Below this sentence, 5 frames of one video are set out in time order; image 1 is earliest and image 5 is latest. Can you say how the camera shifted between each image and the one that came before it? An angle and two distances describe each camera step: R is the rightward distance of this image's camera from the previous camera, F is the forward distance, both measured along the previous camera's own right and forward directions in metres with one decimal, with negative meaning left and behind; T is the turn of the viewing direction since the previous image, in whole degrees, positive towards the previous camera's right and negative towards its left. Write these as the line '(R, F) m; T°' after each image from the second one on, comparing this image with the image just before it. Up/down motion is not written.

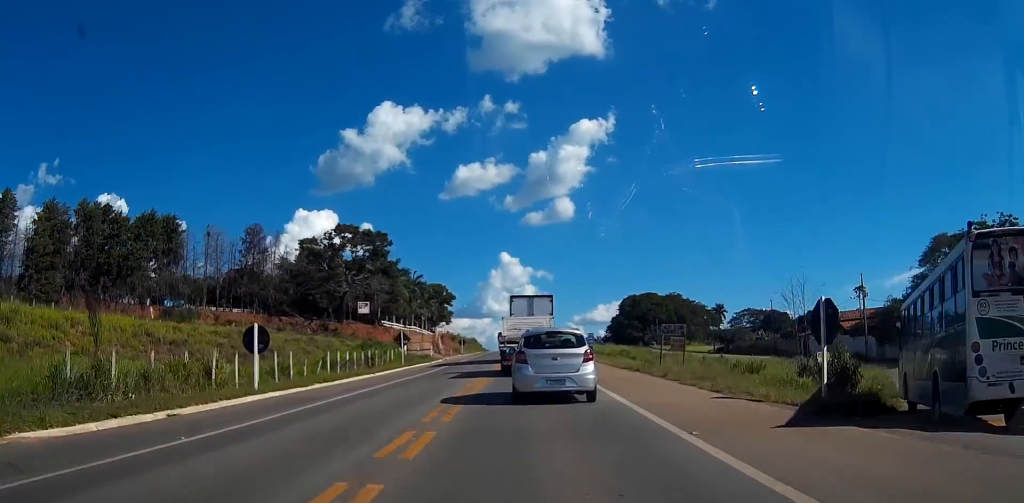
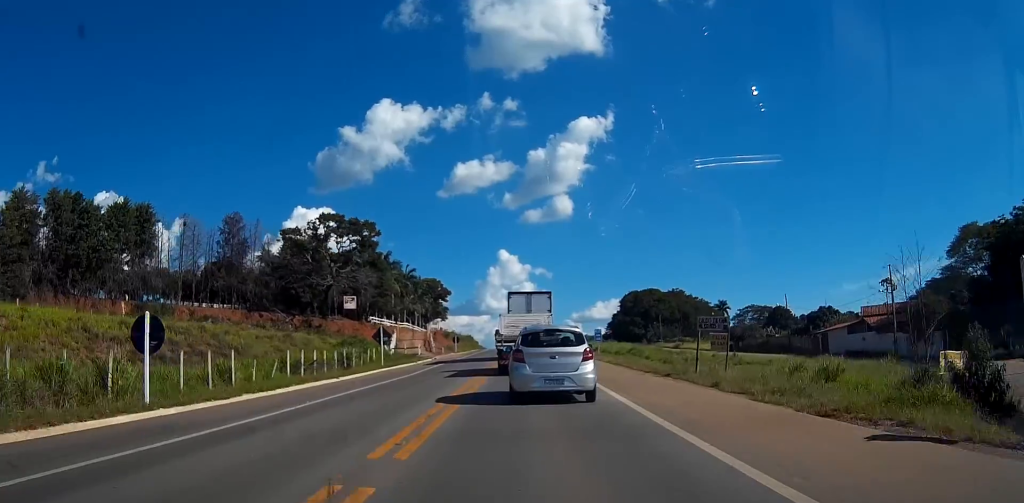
(0.0, +7.7) m; 0°
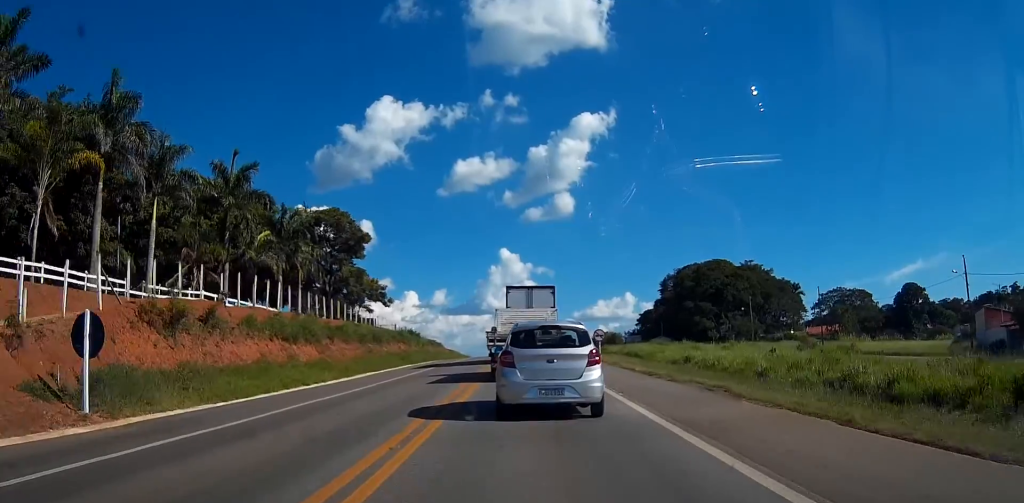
(+0.4, +89.4) m; 0°
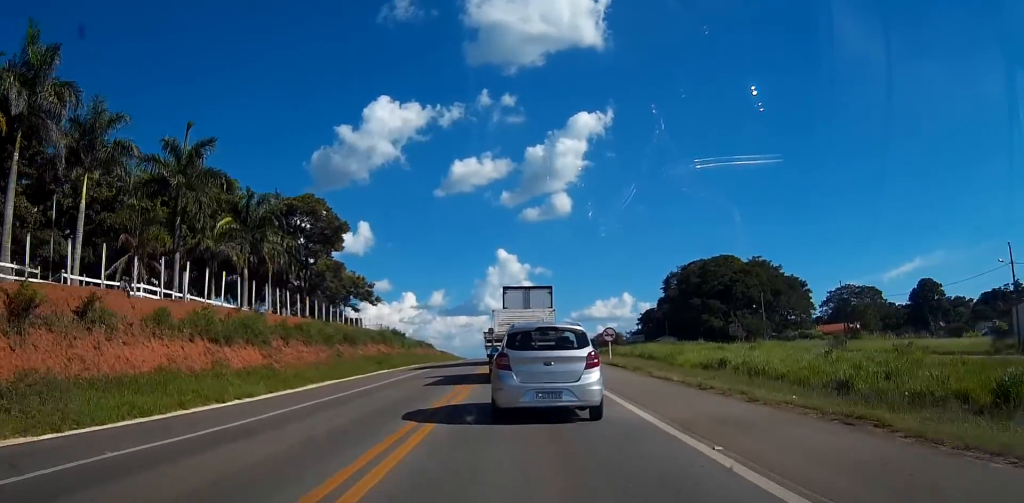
(0.0, +8.4) m; 0°
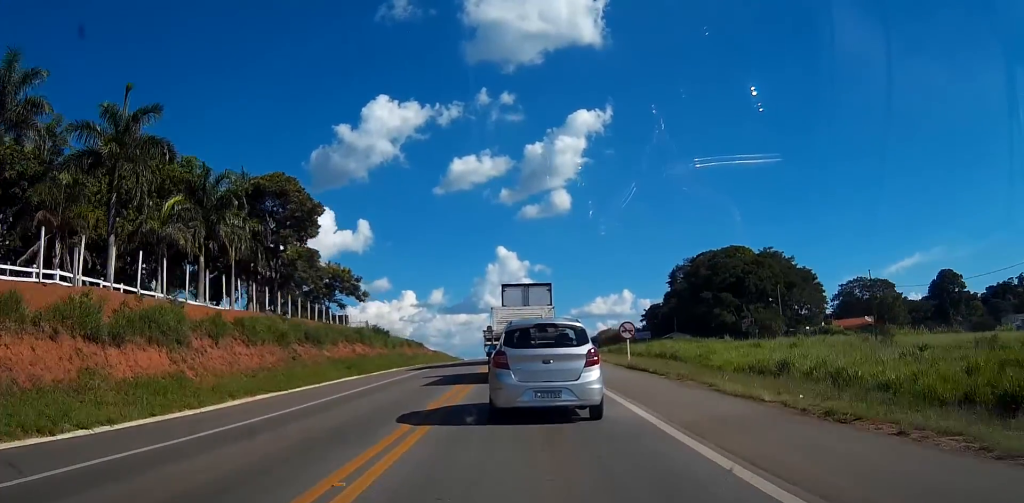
(0.0, +8.8) m; 0°
